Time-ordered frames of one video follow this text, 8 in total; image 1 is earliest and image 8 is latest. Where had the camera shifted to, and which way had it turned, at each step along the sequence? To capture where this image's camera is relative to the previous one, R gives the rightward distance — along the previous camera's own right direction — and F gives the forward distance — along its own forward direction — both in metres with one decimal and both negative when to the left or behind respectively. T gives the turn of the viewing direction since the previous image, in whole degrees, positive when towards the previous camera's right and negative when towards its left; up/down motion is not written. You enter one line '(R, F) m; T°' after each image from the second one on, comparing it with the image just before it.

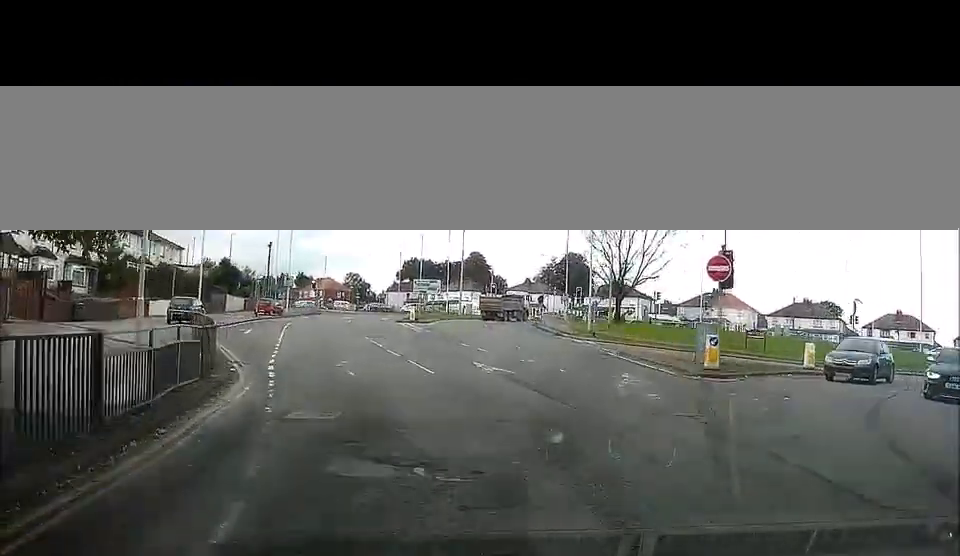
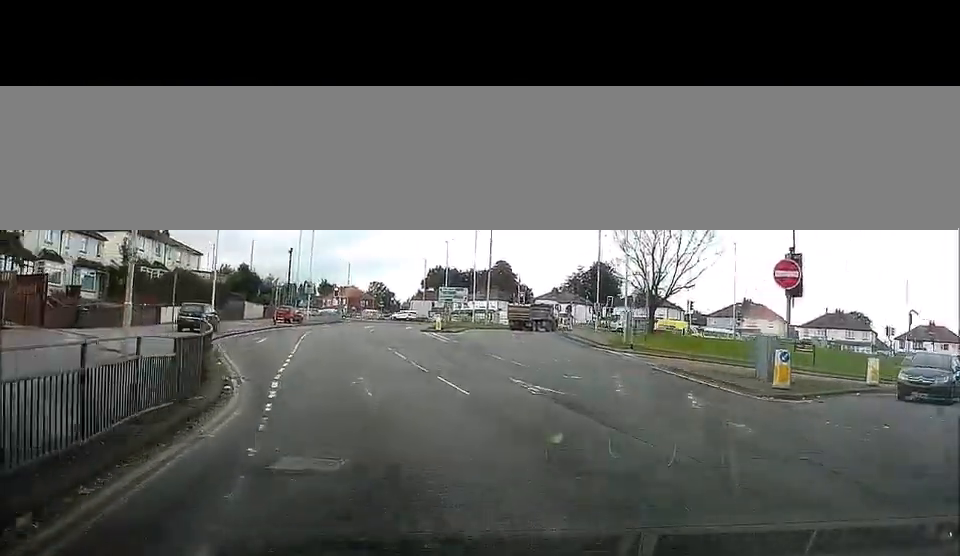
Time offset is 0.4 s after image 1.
(0.0, +3.3) m; -4°
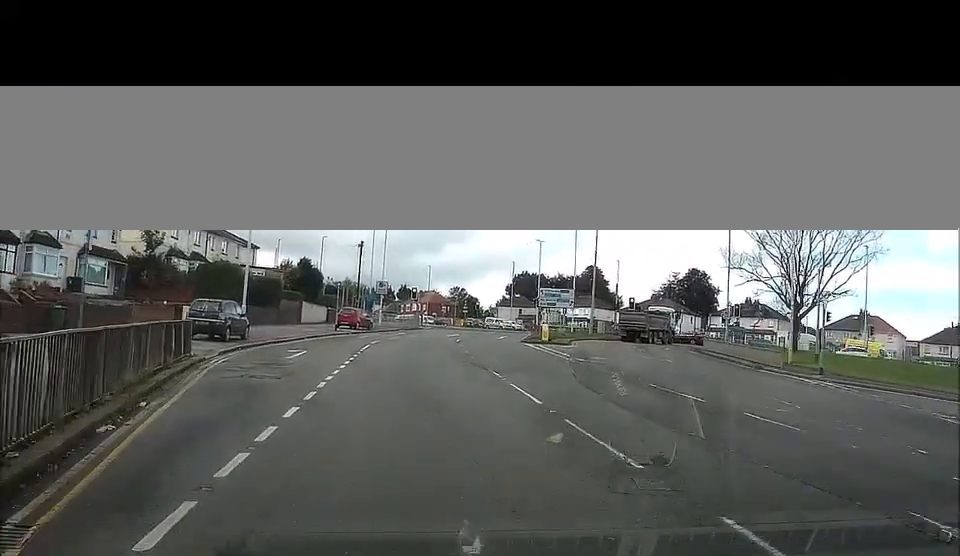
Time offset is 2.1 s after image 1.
(-1.1, +10.4) m; -1°
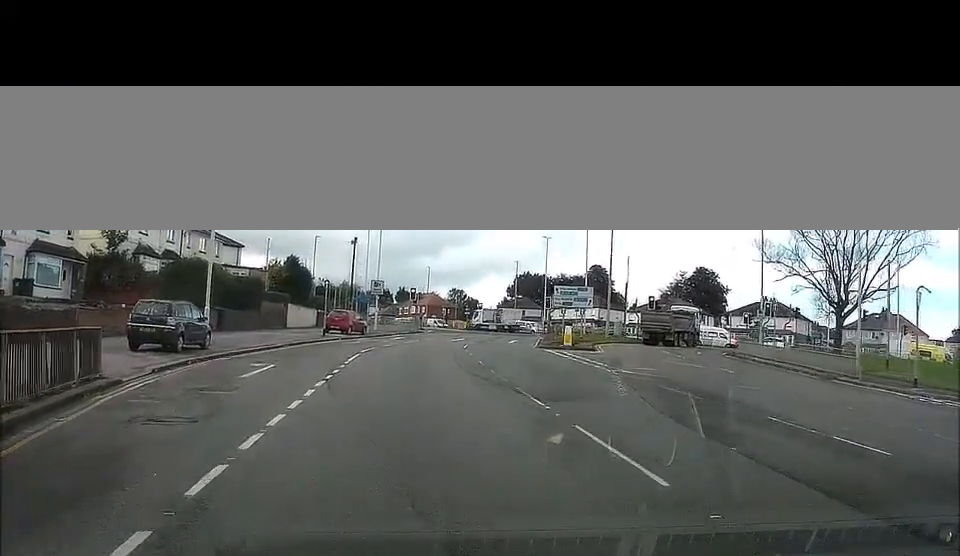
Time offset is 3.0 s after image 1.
(+0.3, +5.6) m; +3°
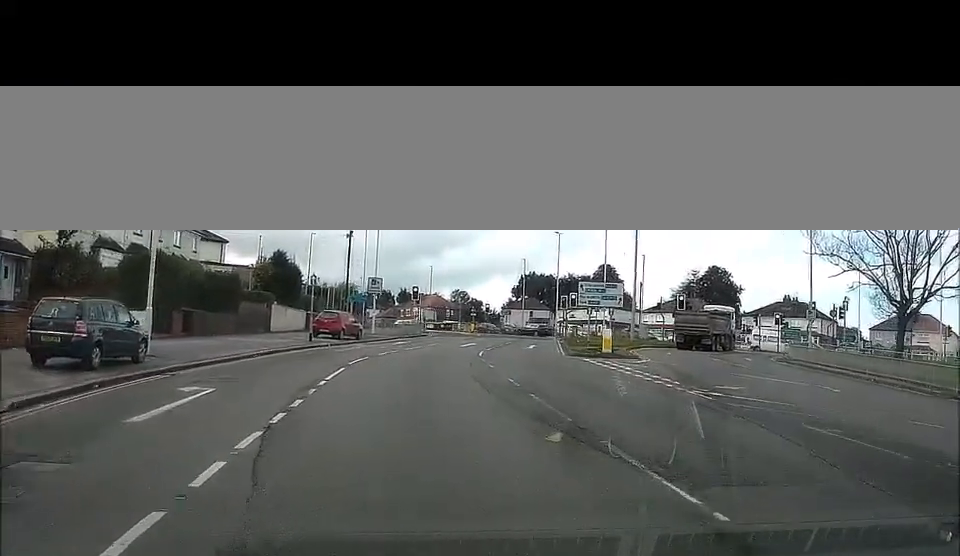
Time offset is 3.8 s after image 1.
(+0.1, +7.4) m; +2°
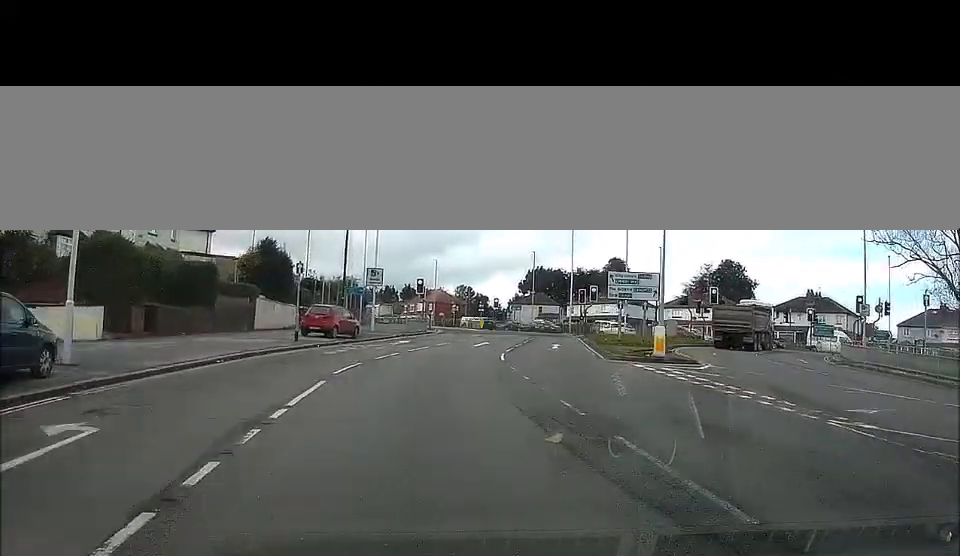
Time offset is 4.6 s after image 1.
(0.0, +6.8) m; +1°
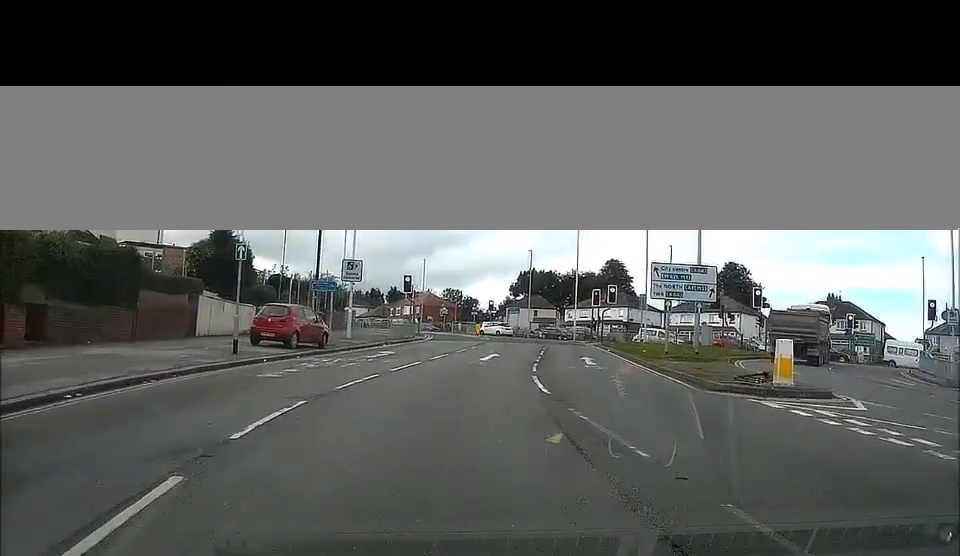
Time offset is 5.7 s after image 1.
(+0.2, +10.2) m; +1°
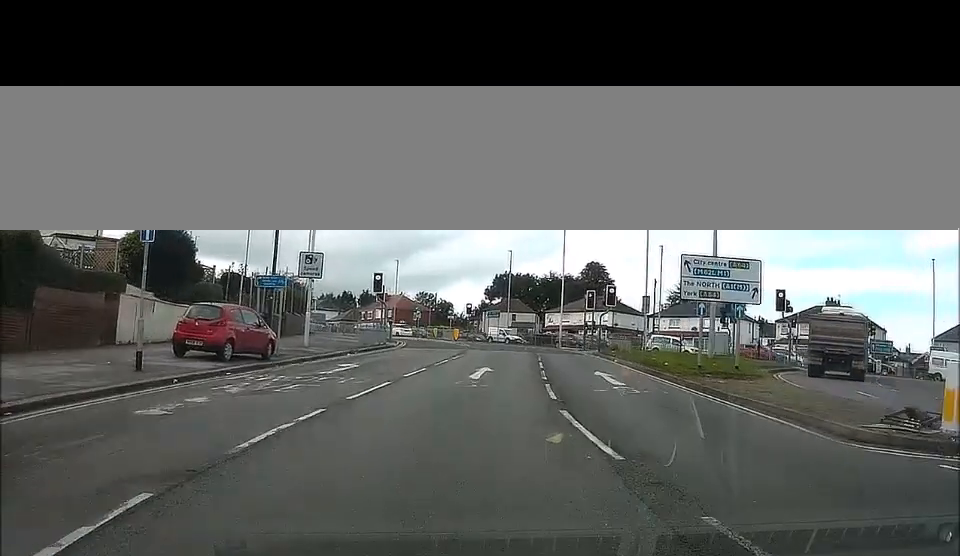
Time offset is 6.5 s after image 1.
(-0.1, +6.7) m; +3°
